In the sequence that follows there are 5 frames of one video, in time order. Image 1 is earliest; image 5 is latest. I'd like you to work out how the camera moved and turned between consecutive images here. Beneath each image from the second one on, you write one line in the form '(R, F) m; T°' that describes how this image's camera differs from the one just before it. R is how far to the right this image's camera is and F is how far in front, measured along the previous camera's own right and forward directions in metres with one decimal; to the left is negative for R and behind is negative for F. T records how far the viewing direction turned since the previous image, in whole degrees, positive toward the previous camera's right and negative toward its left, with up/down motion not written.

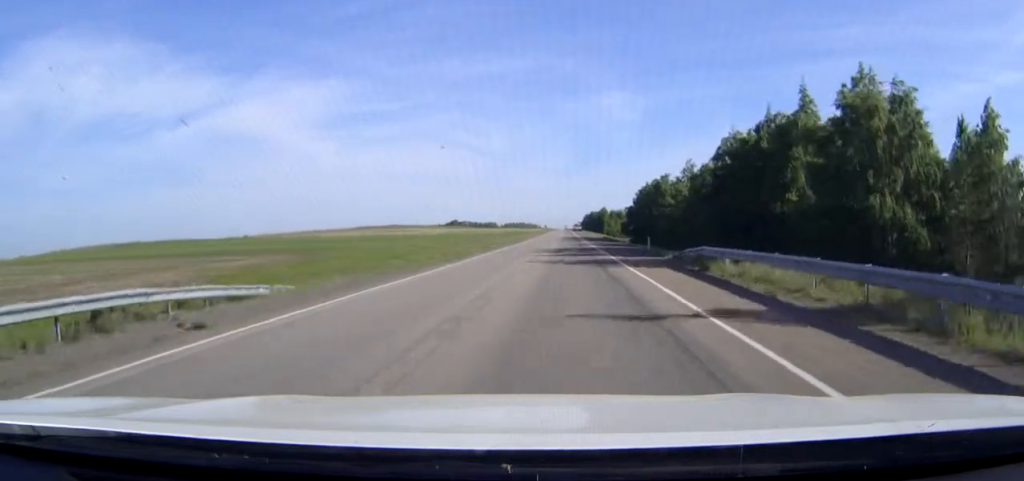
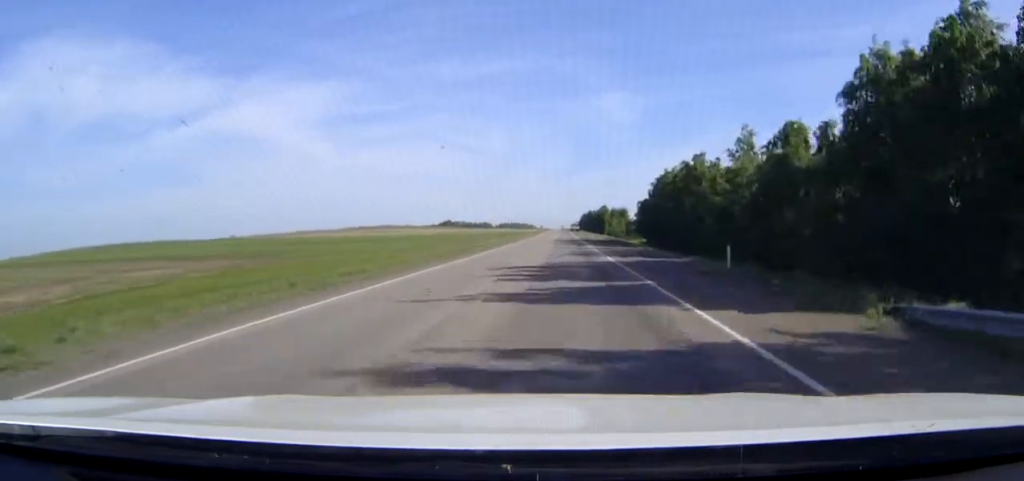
(+0.1, +25.8) m; 0°
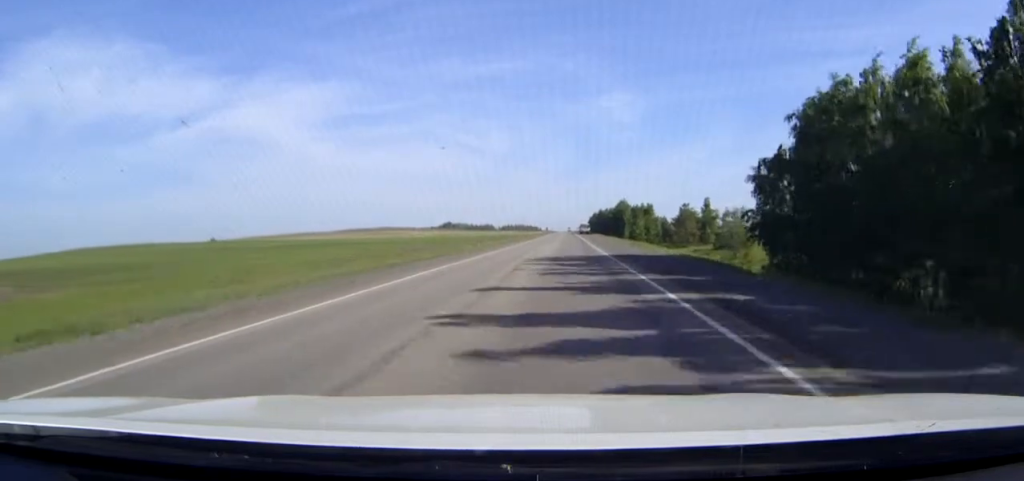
(-0.2, +56.2) m; 0°
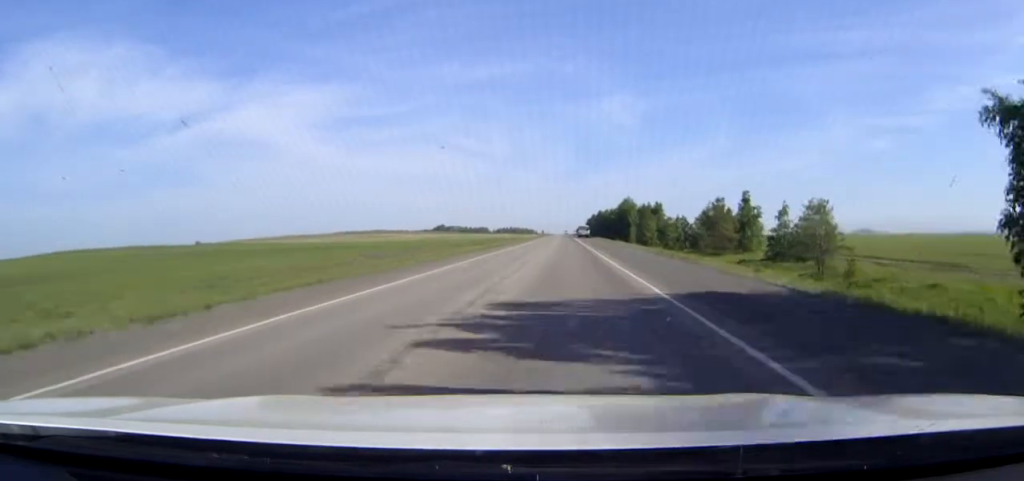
(0.0, +24.5) m; 0°
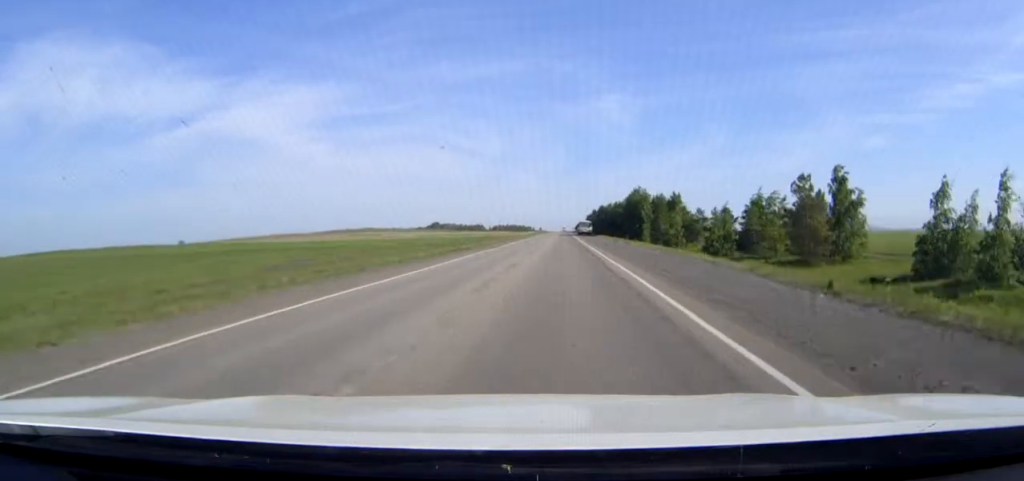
(0.0, +28.8) m; 0°
